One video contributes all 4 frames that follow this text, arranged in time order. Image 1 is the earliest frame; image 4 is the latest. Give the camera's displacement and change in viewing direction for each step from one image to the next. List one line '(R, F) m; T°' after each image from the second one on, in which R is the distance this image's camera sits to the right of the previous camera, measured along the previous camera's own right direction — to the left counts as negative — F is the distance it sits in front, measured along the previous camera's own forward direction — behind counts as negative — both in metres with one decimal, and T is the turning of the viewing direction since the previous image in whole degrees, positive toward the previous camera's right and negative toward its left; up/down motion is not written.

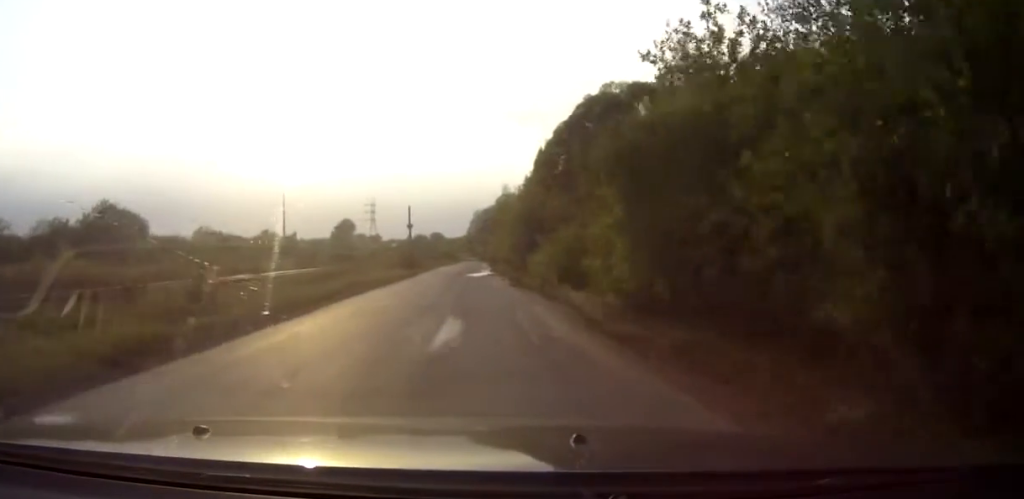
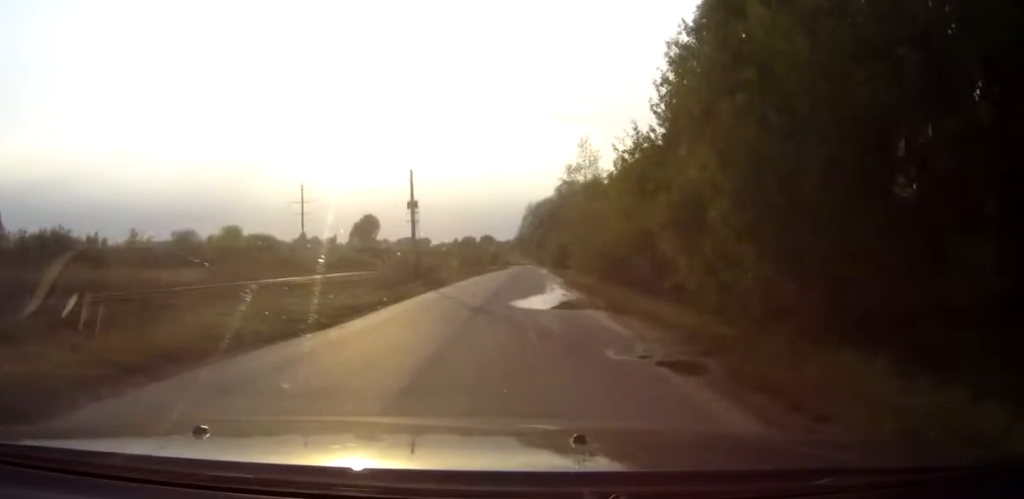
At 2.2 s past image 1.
(-2.6, +31.2) m; -6°
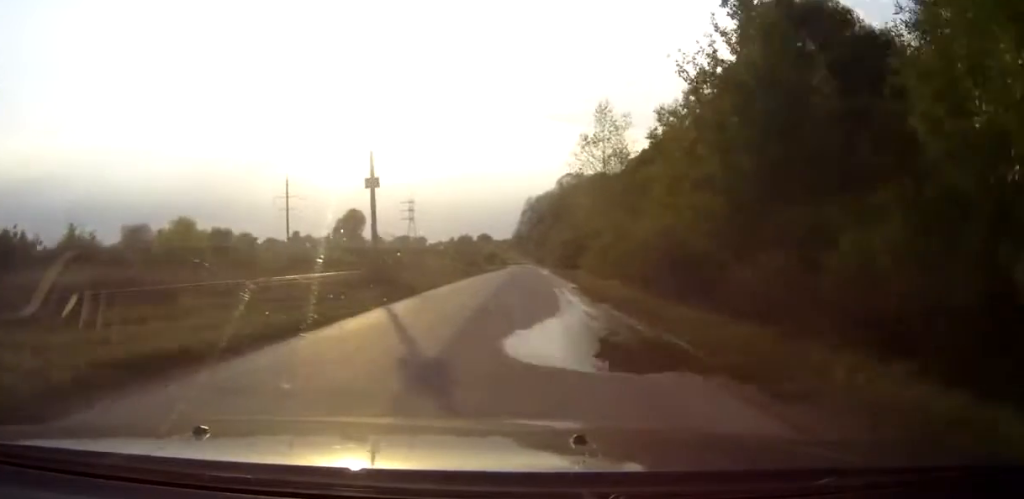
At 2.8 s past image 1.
(0.0, +10.4) m; 0°
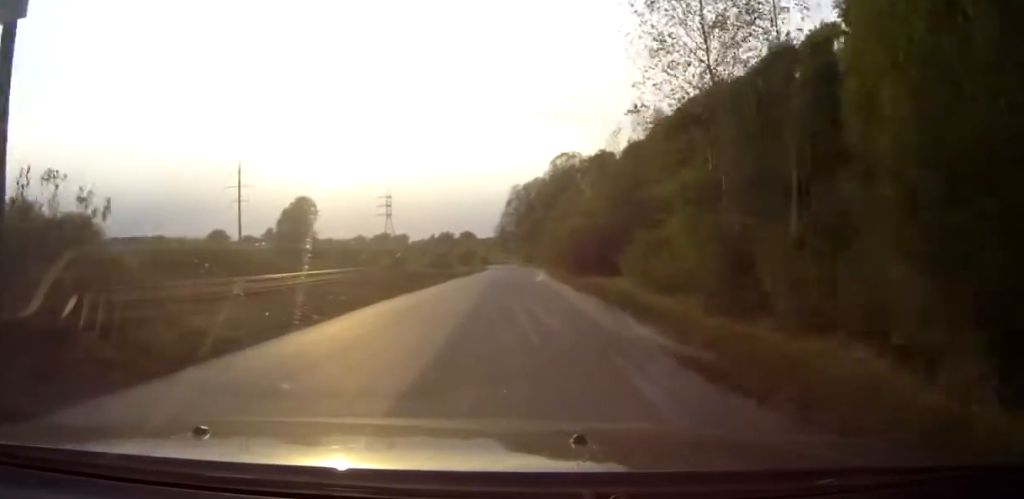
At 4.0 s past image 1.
(0.0, +21.4) m; 0°
